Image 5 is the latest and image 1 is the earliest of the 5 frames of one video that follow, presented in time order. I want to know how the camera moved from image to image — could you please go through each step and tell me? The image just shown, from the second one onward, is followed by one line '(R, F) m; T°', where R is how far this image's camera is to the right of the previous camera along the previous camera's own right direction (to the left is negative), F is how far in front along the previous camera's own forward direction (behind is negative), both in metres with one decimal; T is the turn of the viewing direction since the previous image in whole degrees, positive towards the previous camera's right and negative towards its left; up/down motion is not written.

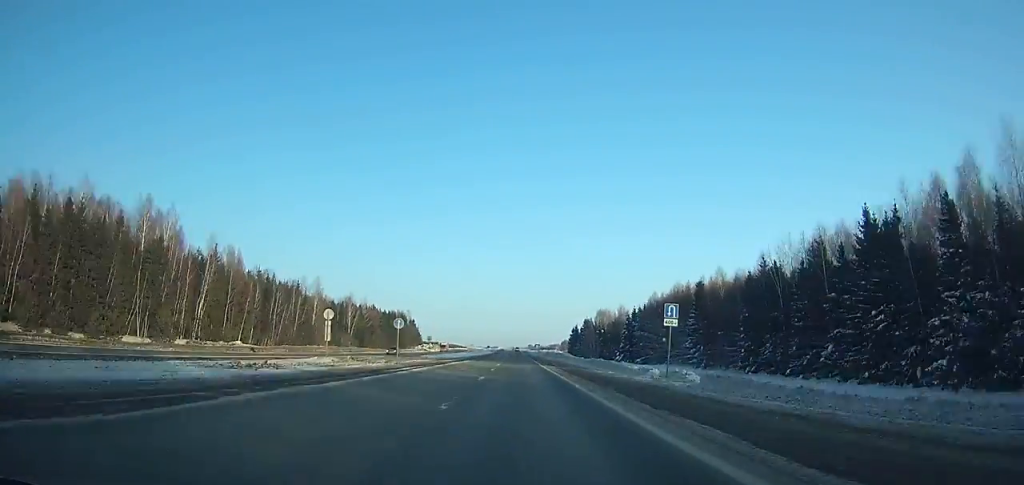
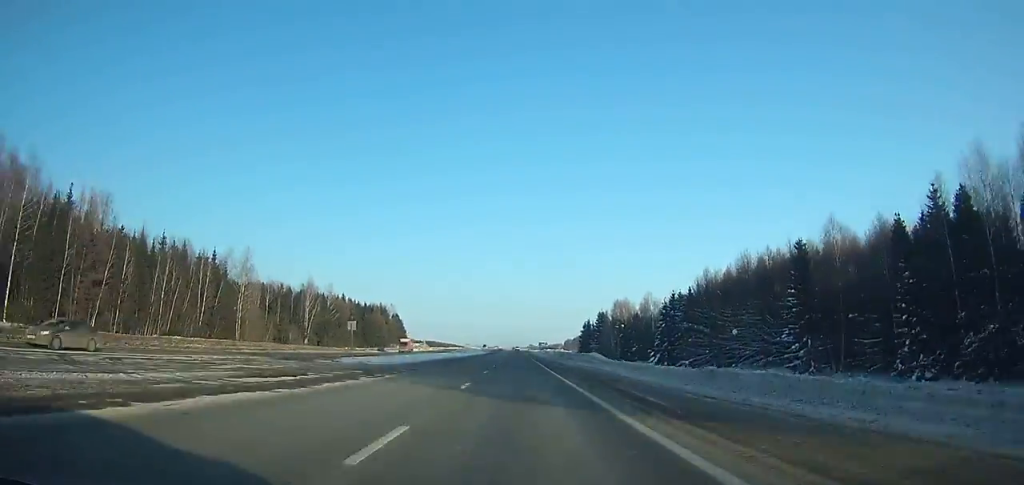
(0.0, +41.6) m; 0°
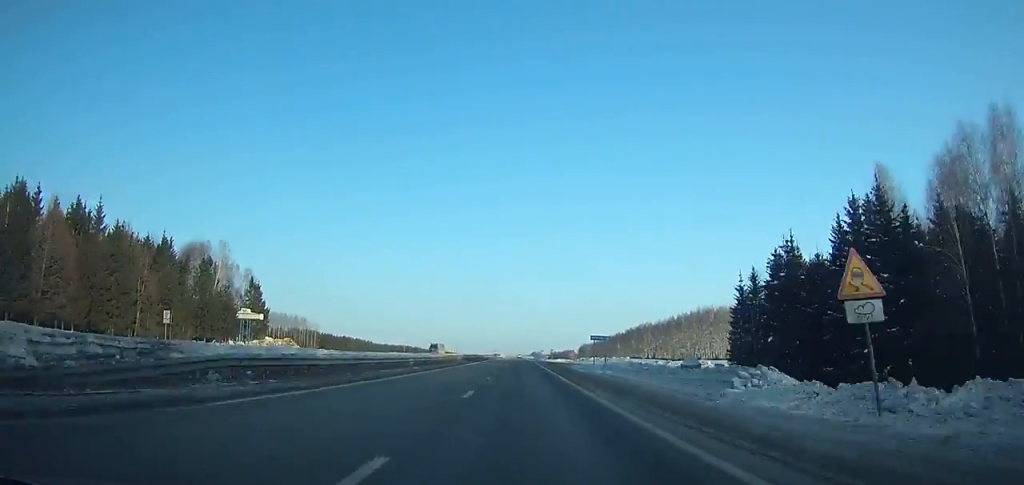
(-0.1, +156.7) m; 0°
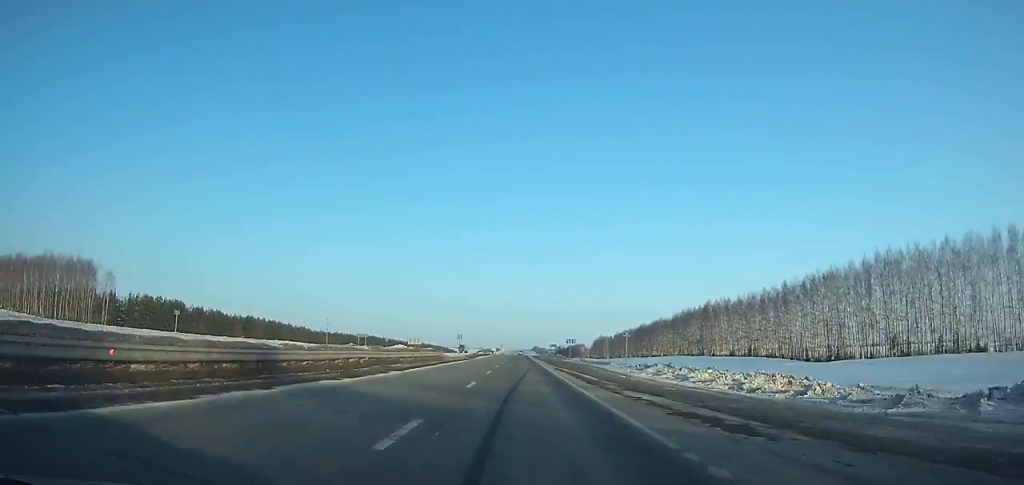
(-0.1, +116.2) m; 0°
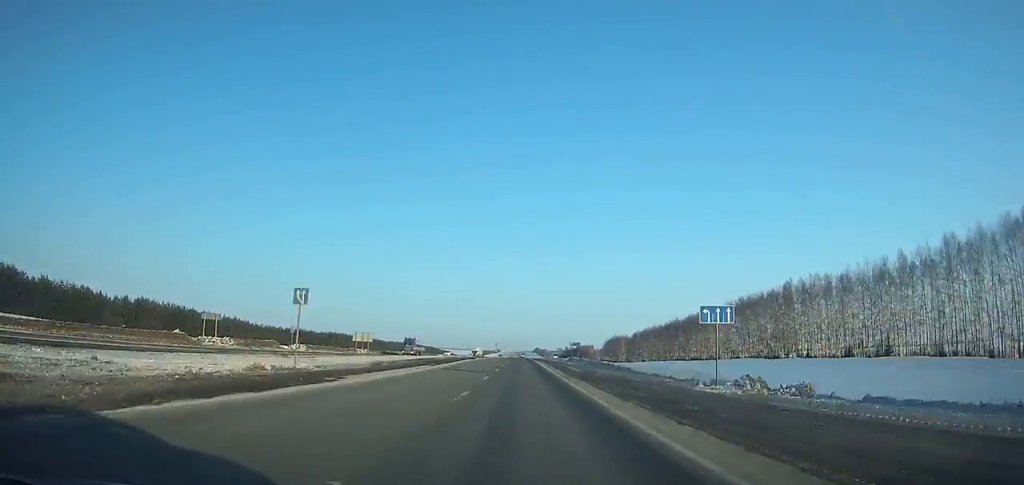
(0.0, +64.3) m; 0°
